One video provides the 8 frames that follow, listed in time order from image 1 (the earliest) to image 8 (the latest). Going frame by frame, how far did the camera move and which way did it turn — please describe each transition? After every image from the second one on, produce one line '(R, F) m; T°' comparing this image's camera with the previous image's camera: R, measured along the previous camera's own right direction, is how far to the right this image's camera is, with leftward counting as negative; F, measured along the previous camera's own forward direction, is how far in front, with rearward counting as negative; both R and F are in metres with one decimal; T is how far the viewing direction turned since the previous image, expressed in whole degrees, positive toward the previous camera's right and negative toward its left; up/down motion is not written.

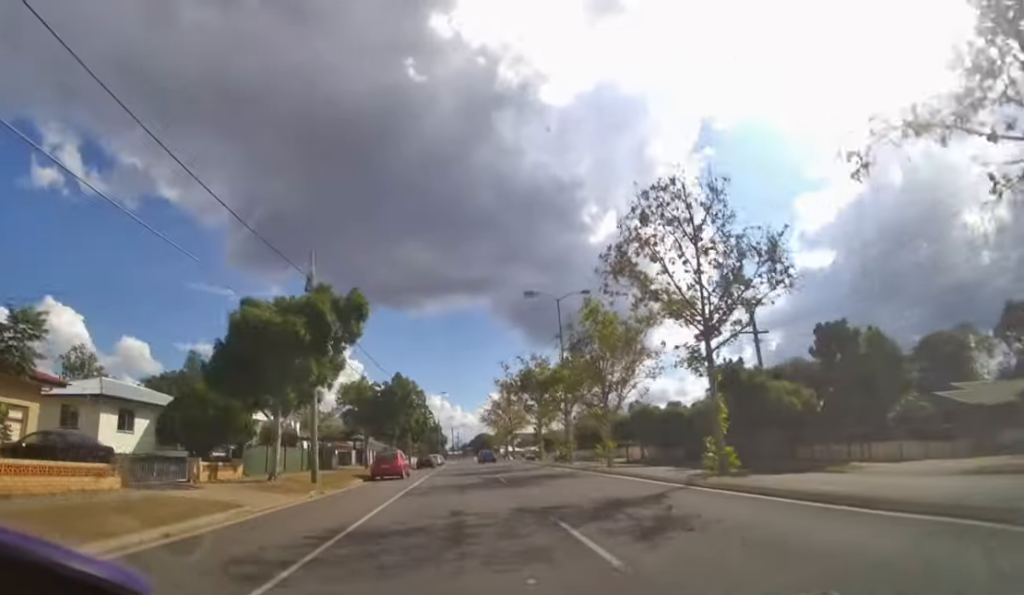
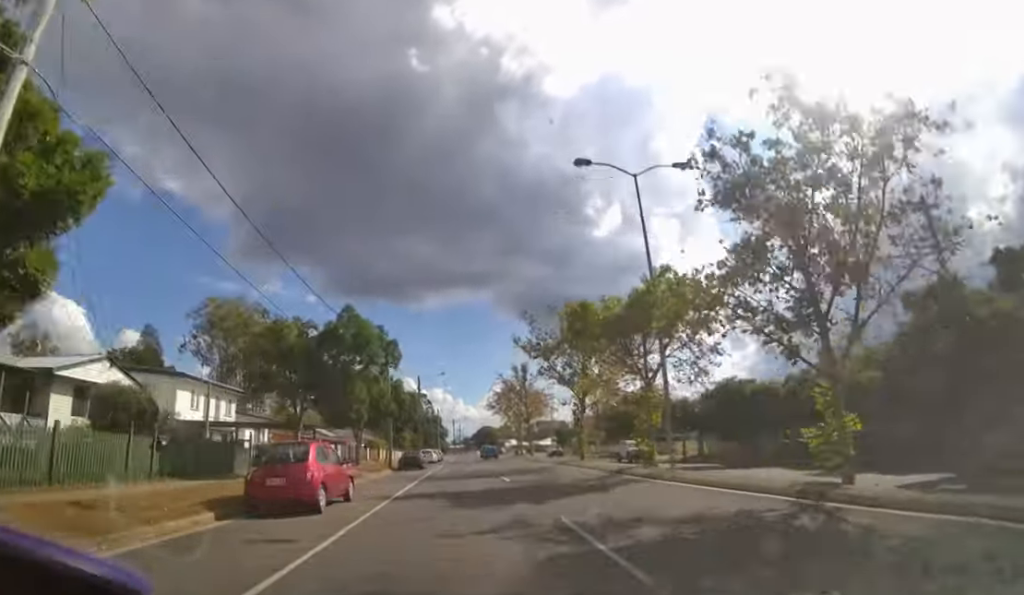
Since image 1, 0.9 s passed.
(0.0, +13.3) m; 0°
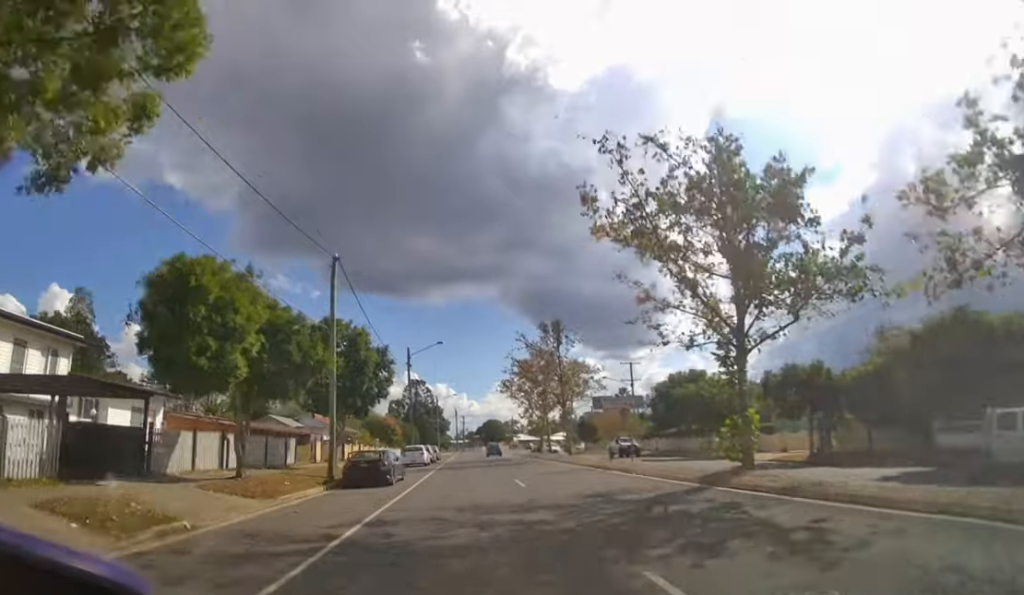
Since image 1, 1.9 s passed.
(0.0, +17.0) m; 0°
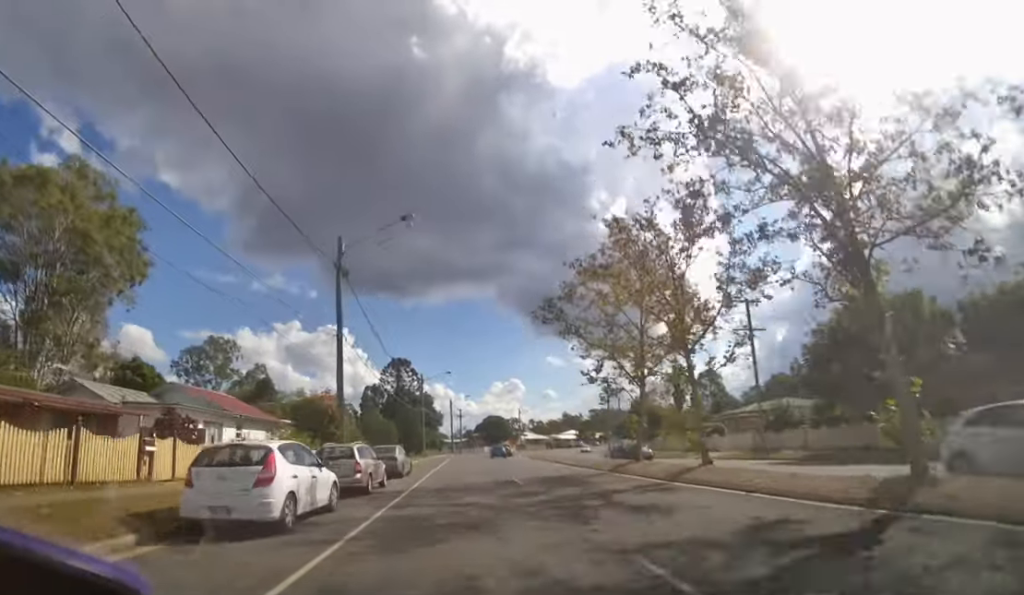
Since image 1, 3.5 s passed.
(0.0, +31.3) m; 0°
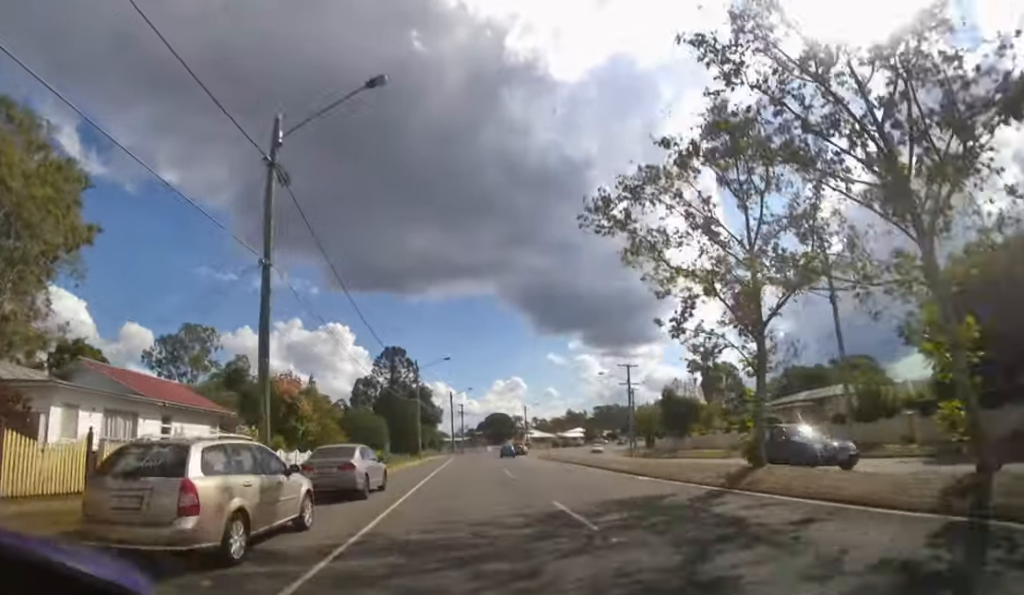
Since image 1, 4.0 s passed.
(0.0, +9.8) m; 0°
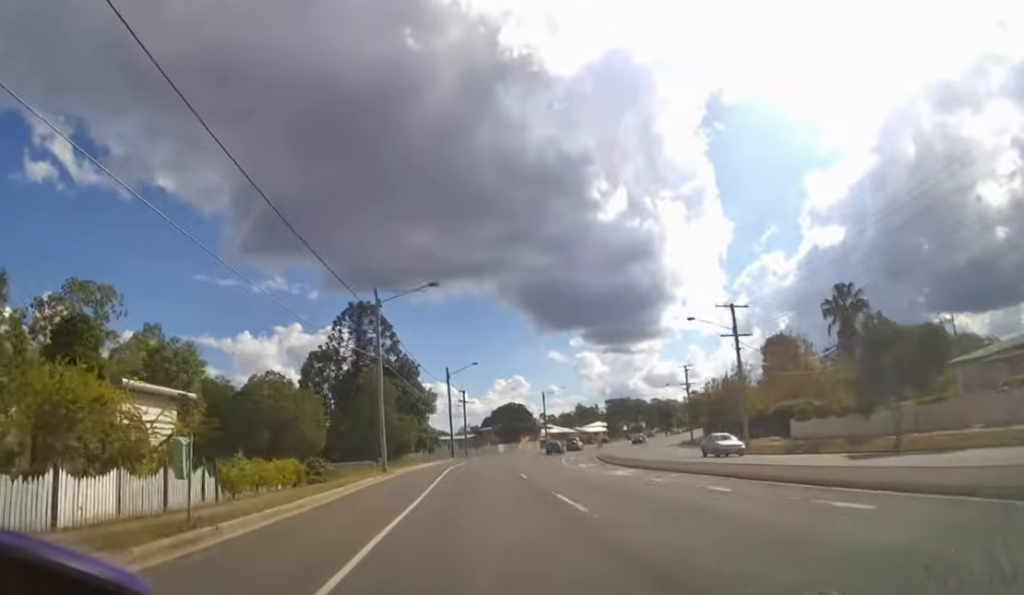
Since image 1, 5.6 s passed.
(0.0, +27.5) m; +1°
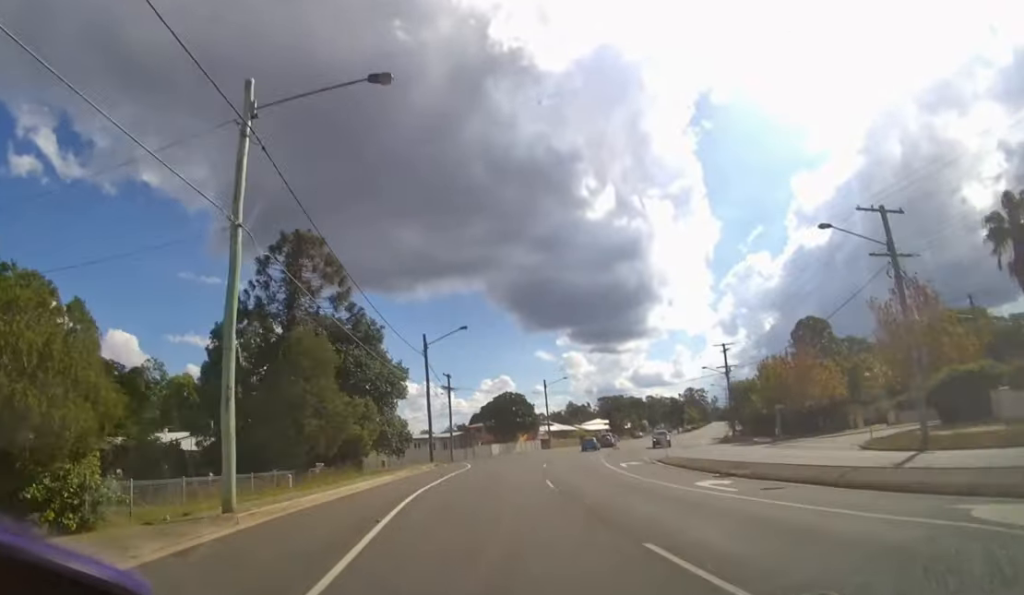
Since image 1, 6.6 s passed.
(+0.1, +17.2) m; +2°
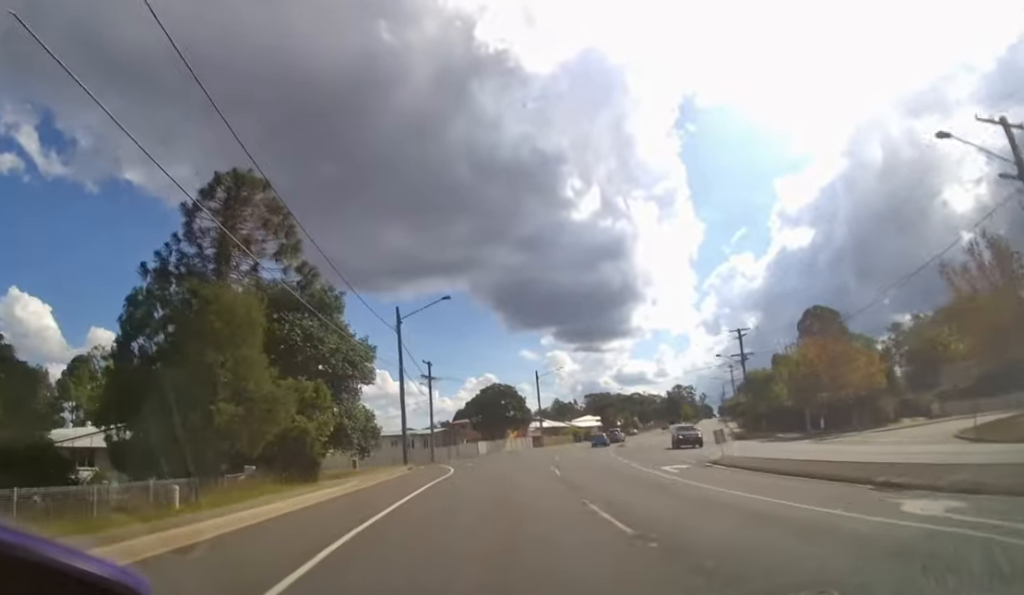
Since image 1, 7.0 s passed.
(+0.1, +7.7) m; +2°
